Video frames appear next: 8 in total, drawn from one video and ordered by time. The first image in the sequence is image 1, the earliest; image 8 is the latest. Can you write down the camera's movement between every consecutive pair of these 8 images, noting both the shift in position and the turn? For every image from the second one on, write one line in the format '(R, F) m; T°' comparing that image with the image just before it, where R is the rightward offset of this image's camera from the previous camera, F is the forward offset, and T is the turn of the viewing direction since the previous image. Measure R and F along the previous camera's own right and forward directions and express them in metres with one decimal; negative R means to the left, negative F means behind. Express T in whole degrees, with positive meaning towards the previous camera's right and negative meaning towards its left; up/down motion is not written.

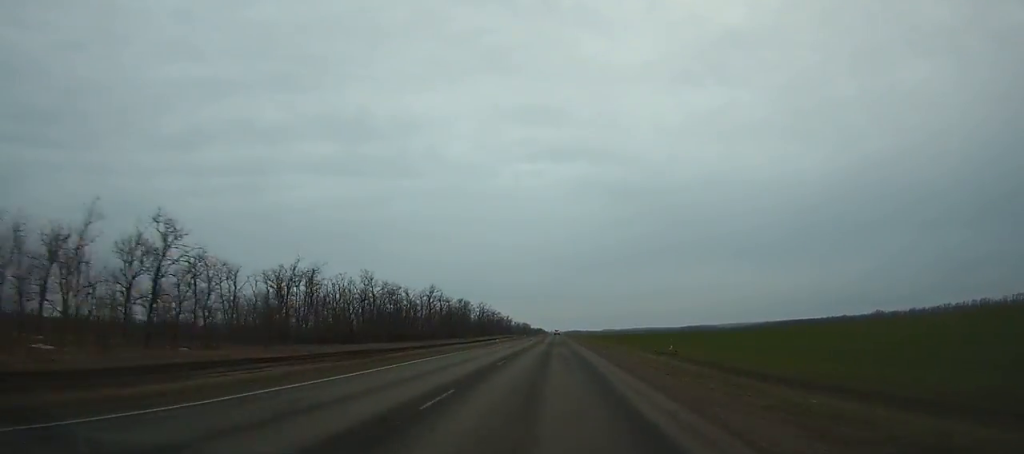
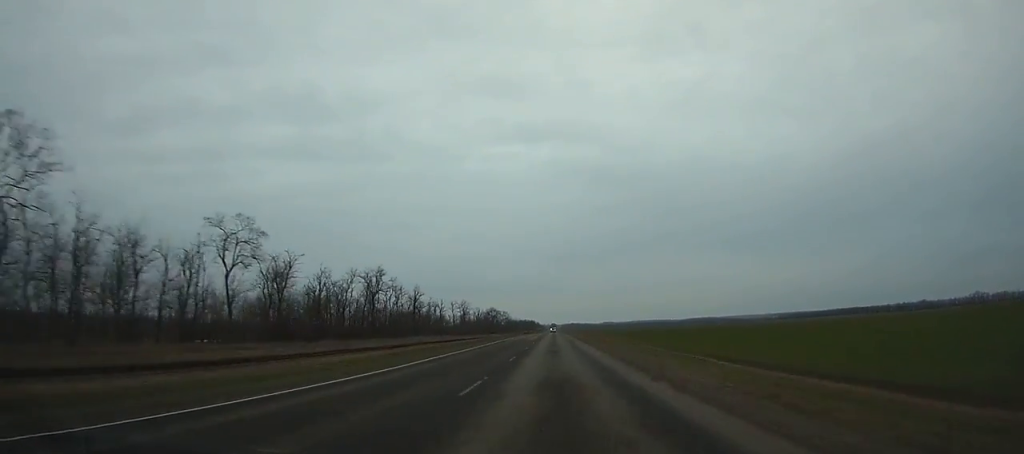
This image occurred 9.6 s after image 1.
(+0.3, +259.9) m; 0°
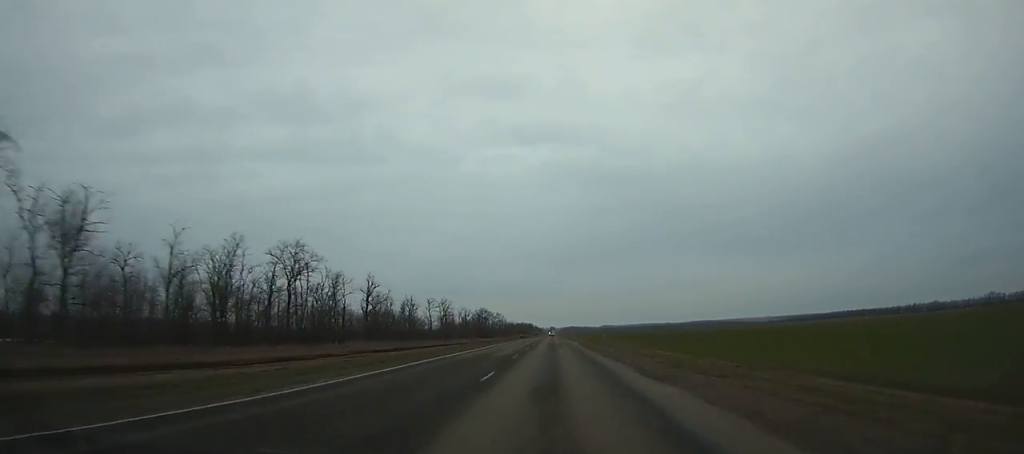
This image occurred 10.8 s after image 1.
(-0.1, +32.6) m; 0°
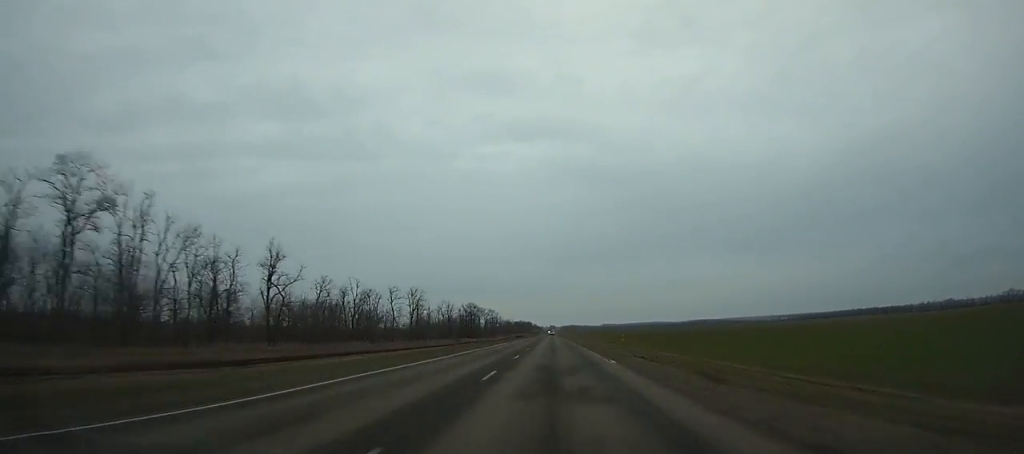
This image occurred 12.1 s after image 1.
(-0.1, +35.2) m; 0°
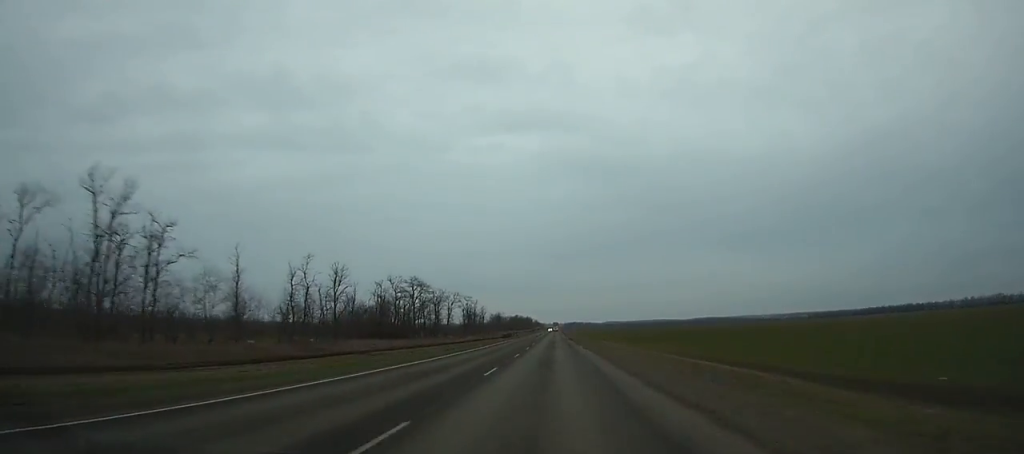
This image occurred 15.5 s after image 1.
(-0.2, +92.3) m; 0°
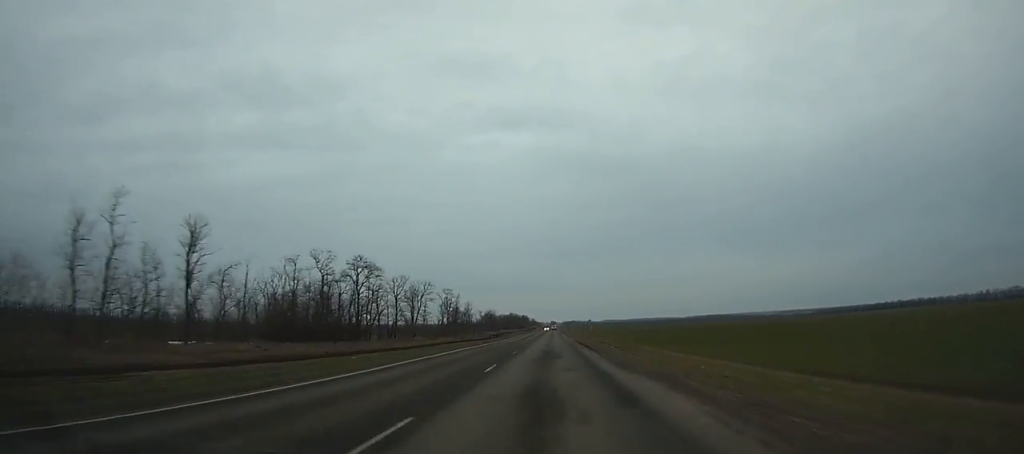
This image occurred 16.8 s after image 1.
(0.0, +35.5) m; 0°
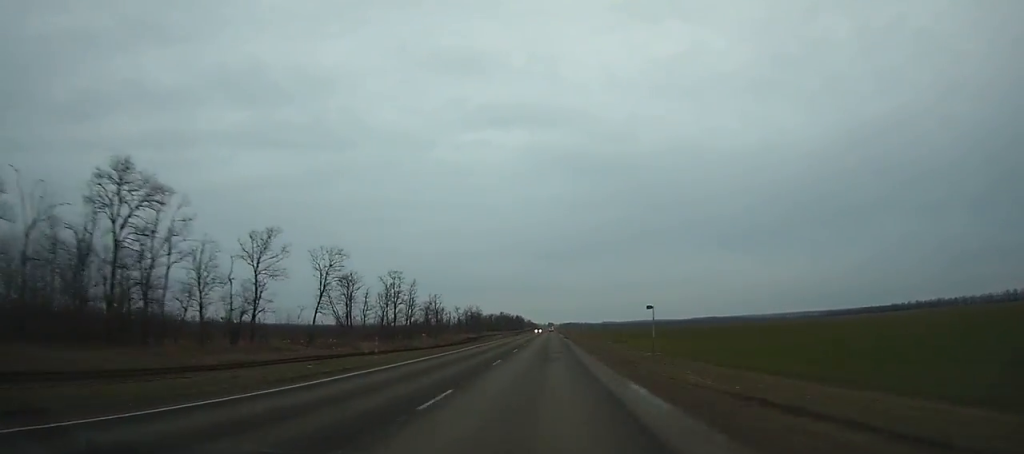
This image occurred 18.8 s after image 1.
(0.0, +54.6) m; 0°
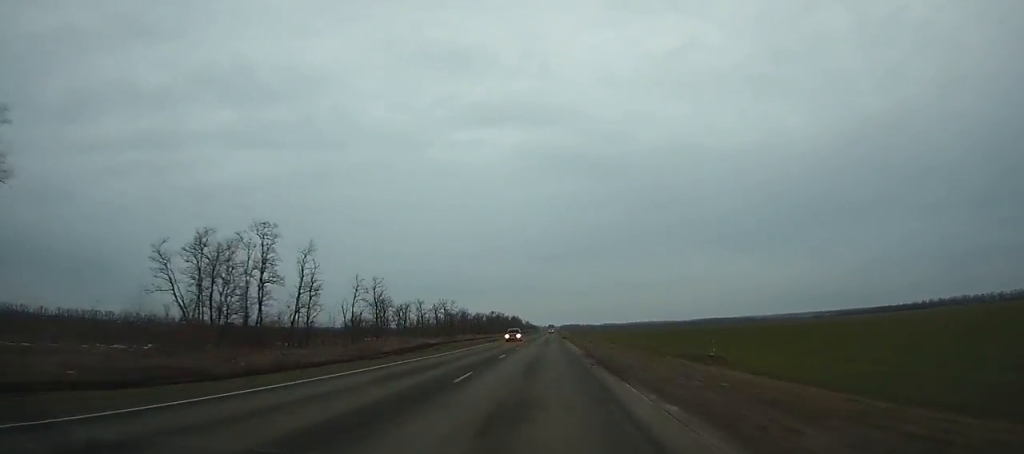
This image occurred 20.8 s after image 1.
(-0.1, +55.3) m; 0°
